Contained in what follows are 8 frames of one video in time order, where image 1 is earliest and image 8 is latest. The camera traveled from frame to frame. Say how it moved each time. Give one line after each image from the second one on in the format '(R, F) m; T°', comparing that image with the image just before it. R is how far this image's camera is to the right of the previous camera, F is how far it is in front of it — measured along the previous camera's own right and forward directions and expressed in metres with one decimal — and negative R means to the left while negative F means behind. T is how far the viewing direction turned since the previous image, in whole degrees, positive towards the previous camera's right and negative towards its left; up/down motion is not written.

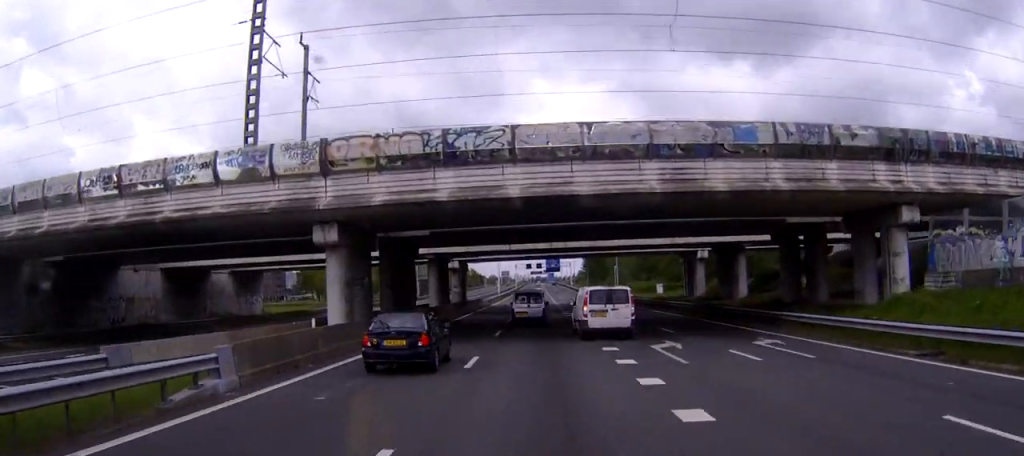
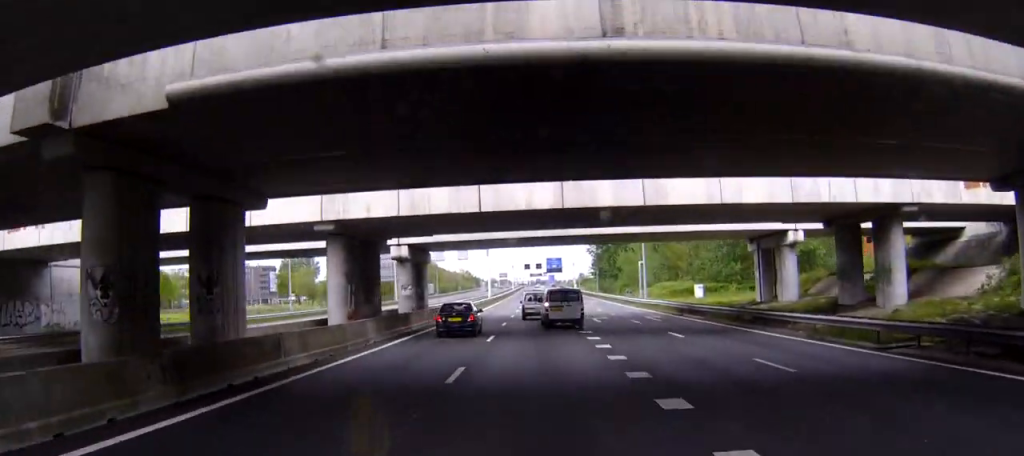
(0.0, +24.7) m; -1°
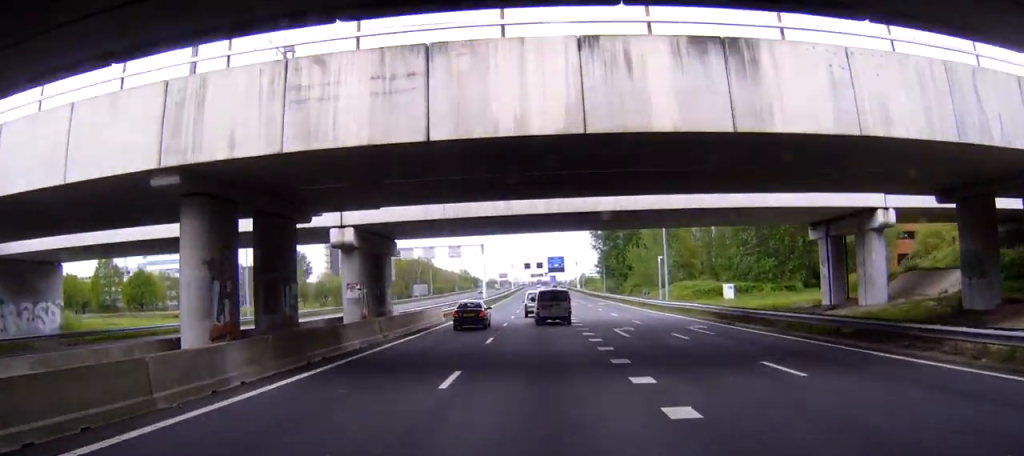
(0.0, +12.4) m; -1°
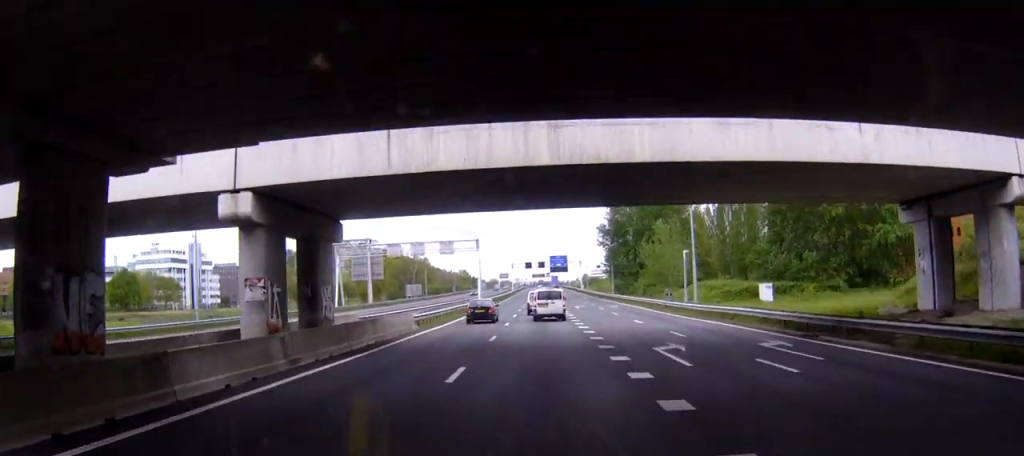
(-0.1, +11.2) m; -1°
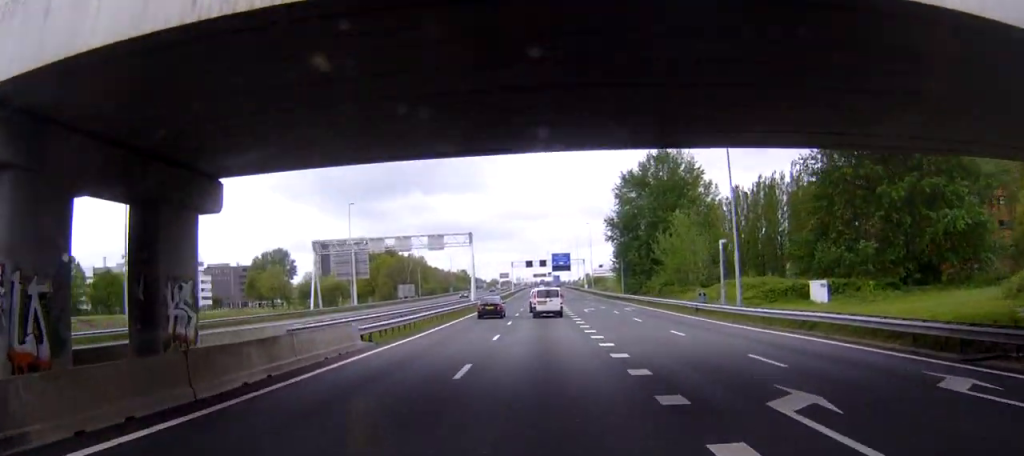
(-0.2, +11.4) m; 0°
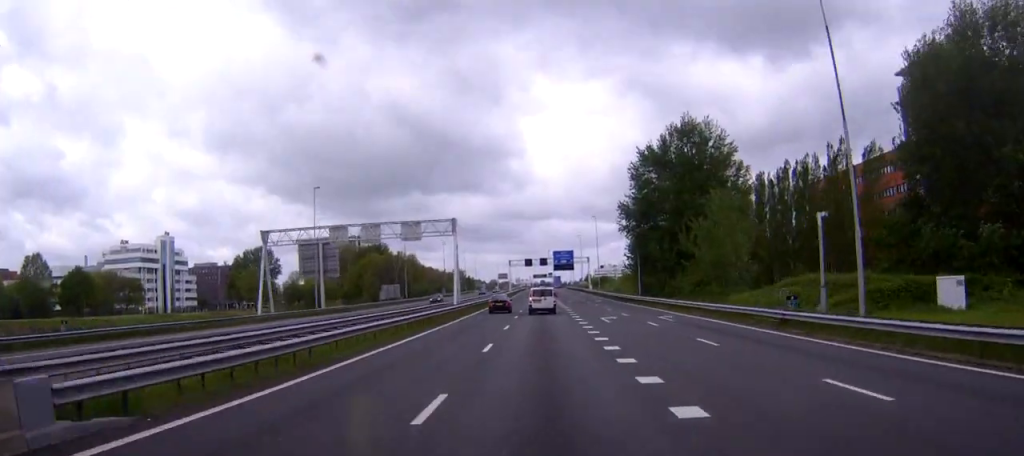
(+0.1, +17.2) m; +1°
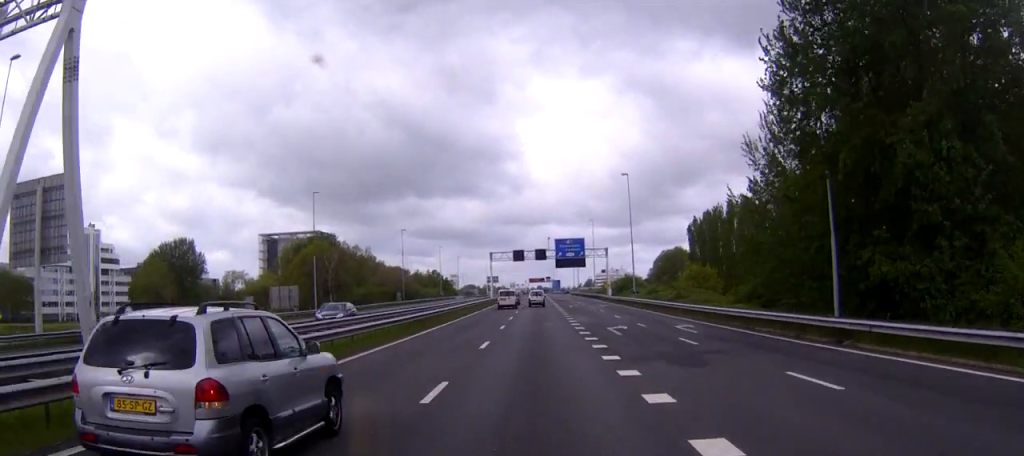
(+1.6, +57.9) m; +2°
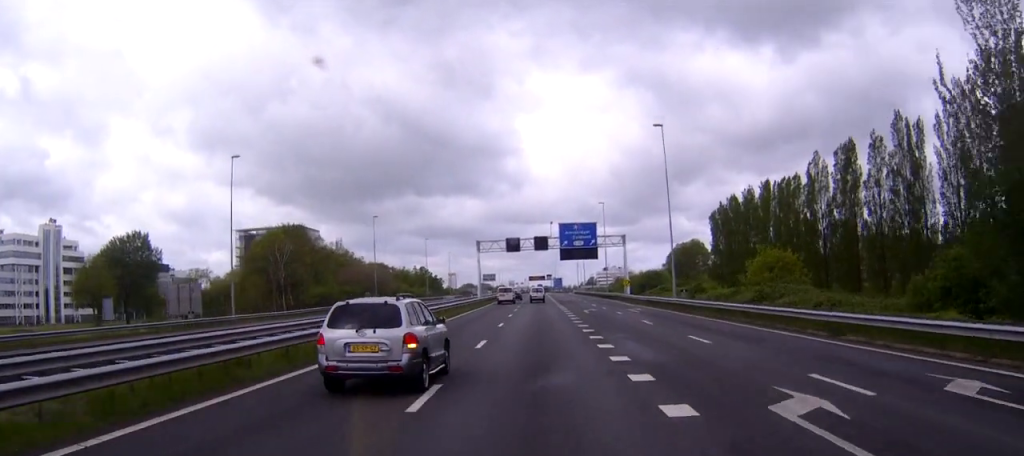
(0.0, +25.1) m; 0°
